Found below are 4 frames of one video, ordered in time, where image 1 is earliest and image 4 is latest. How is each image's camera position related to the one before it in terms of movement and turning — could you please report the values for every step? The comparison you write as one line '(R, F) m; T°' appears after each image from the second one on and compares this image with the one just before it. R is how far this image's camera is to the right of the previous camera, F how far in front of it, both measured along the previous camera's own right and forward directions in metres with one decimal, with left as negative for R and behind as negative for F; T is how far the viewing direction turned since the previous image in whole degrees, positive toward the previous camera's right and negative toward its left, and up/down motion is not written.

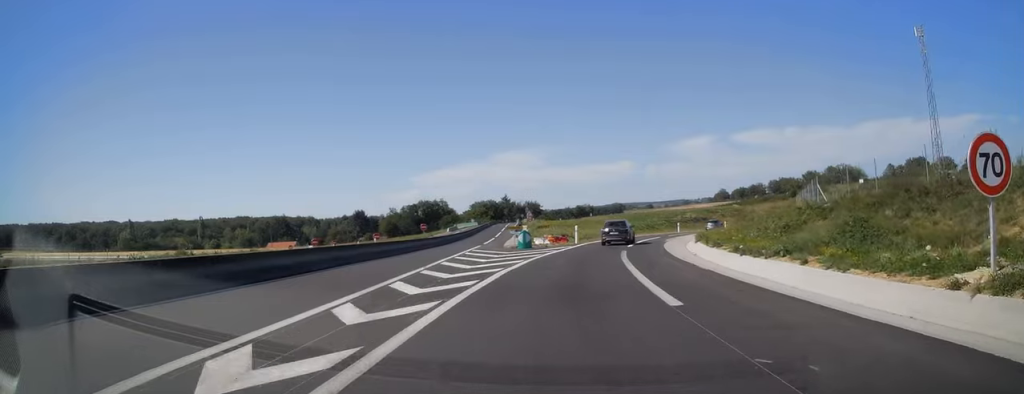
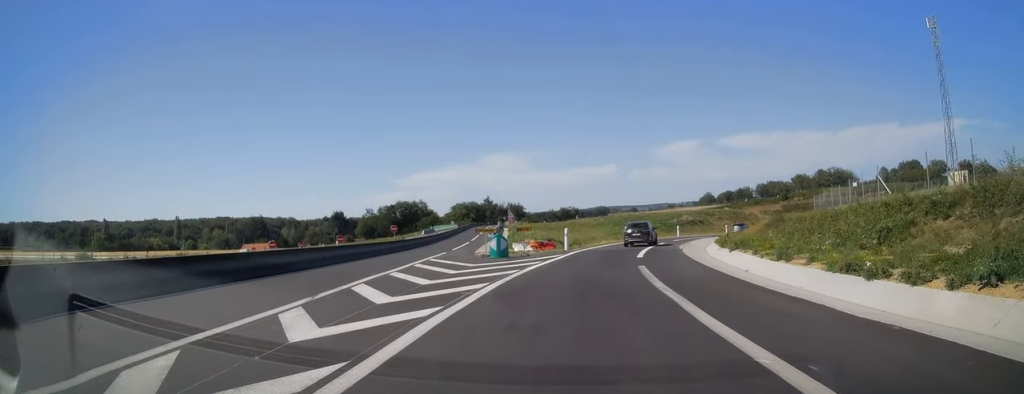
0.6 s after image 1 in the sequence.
(0.0, +9.5) m; +2°
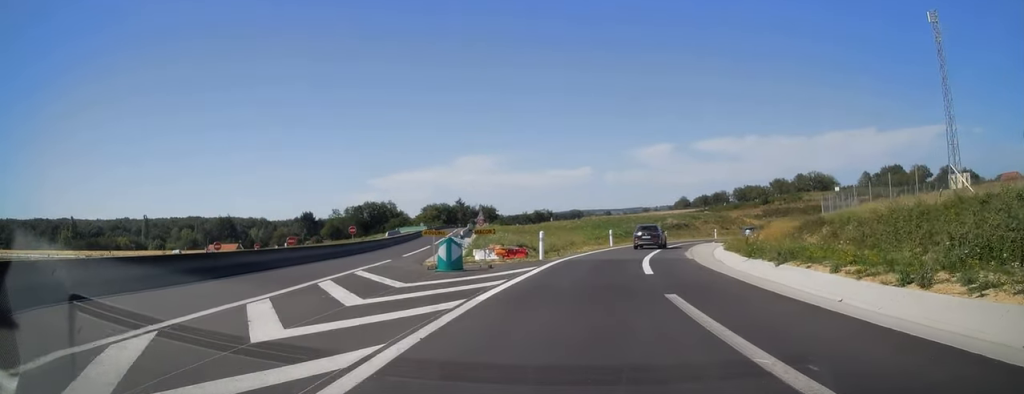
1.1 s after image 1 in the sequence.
(+0.4, +8.1) m; +3°
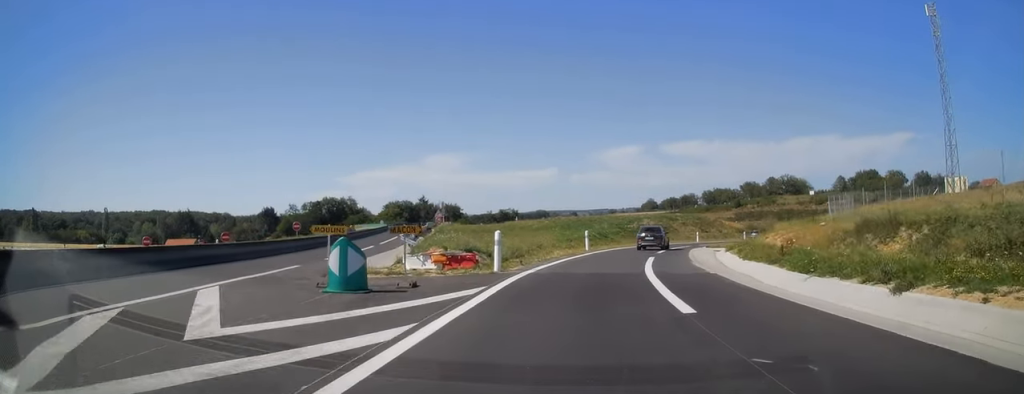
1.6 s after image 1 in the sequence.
(-0.1, +8.3) m; +3°
